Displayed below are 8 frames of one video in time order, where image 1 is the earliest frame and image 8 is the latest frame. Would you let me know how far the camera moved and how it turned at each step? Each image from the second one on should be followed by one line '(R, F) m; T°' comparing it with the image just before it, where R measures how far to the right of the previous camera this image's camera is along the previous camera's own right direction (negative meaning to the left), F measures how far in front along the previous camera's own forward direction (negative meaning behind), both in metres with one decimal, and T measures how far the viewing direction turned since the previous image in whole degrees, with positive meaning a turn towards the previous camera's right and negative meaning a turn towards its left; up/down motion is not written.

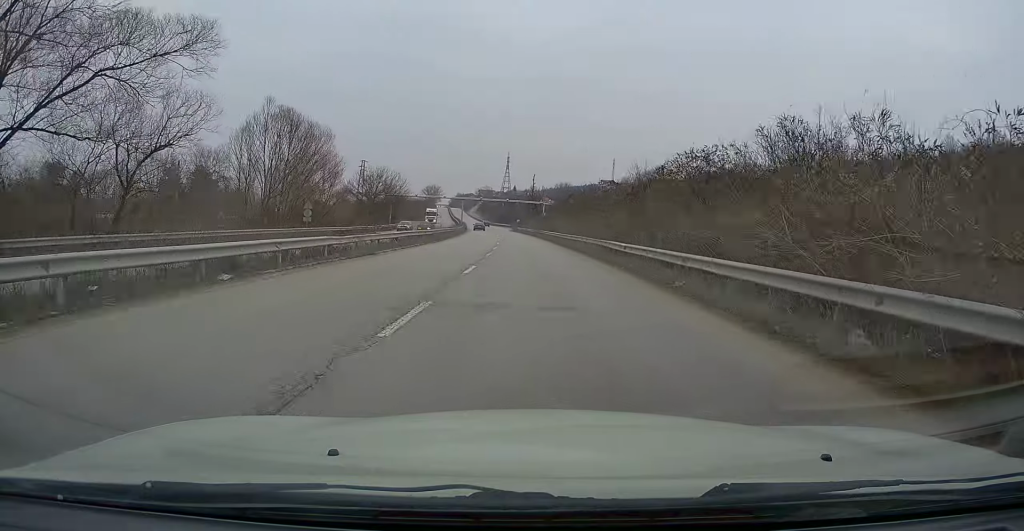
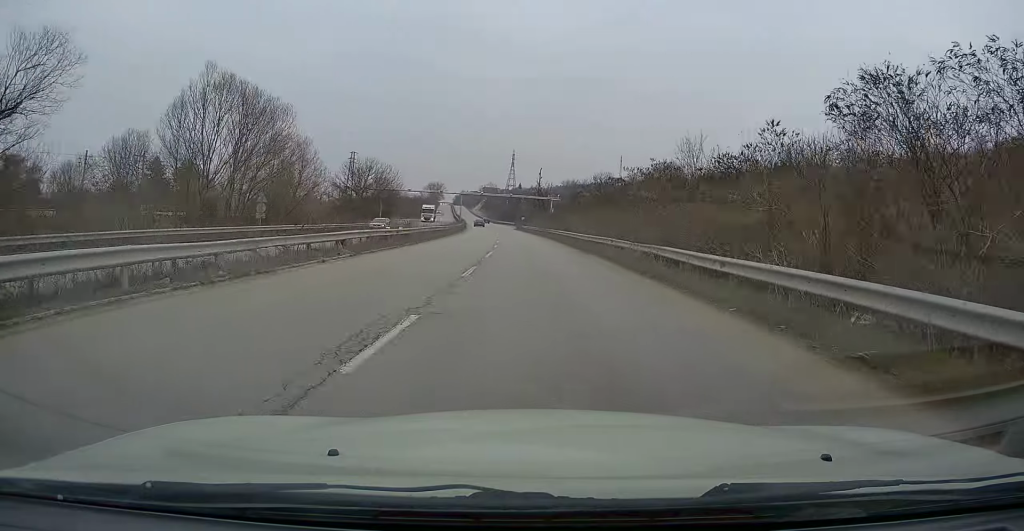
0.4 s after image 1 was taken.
(-0.1, +10.4) m; 0°
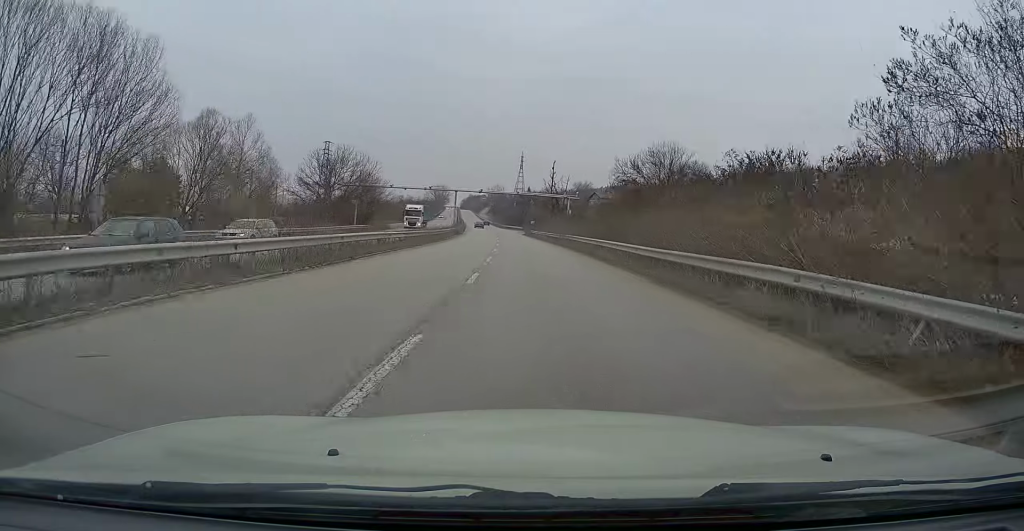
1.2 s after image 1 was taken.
(-0.2, +18.2) m; -1°
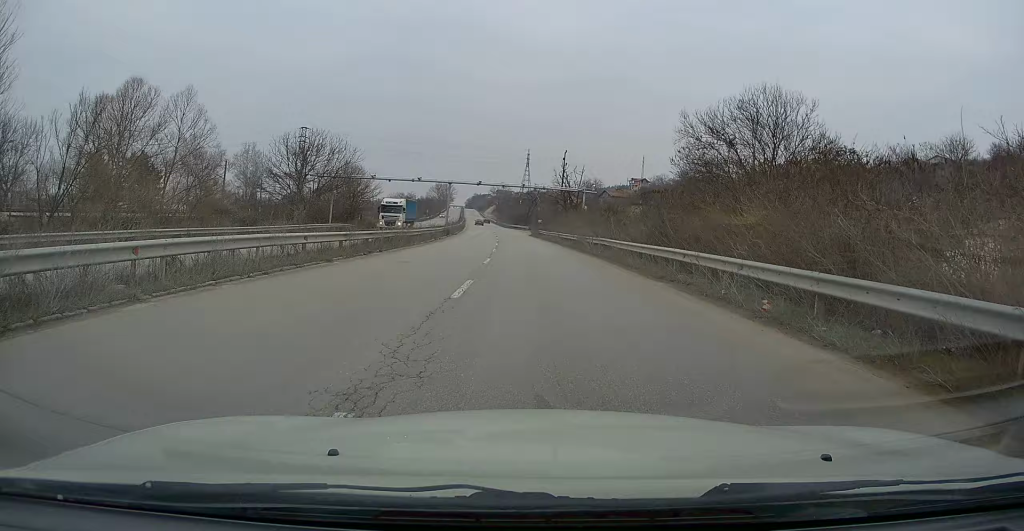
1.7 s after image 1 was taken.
(0.0, +11.7) m; 0°
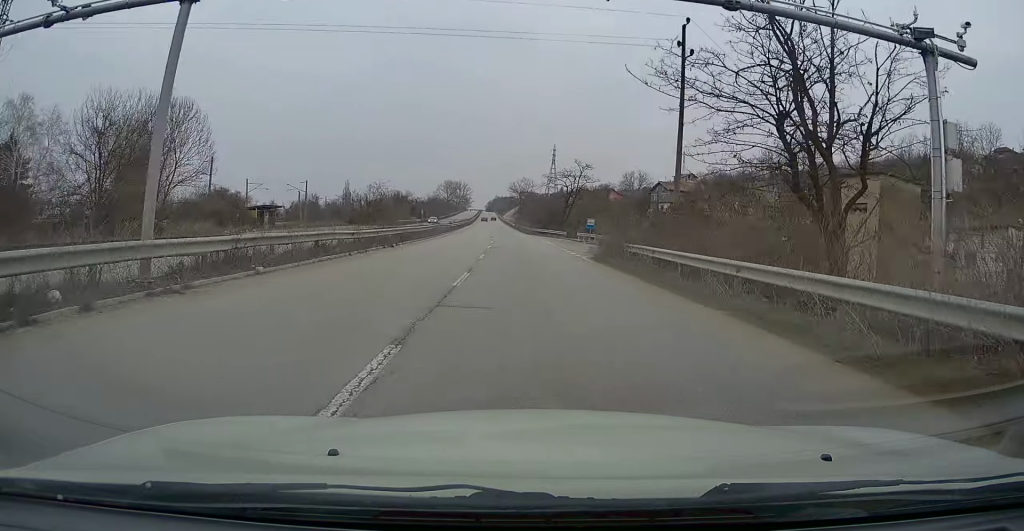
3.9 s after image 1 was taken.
(-0.8, +51.3) m; -3°
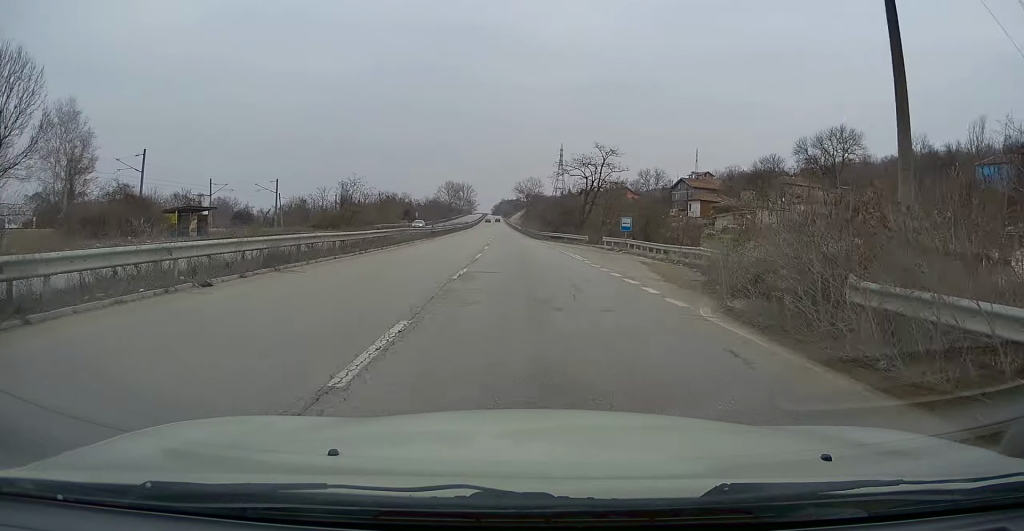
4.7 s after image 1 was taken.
(-0.3, +16.5) m; -1°
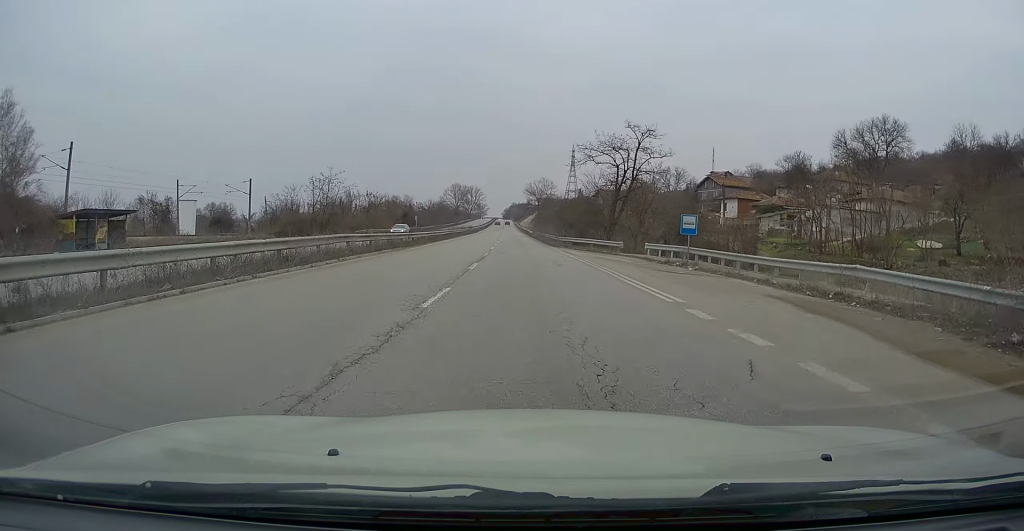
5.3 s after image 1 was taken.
(-0.2, +13.4) m; 0°
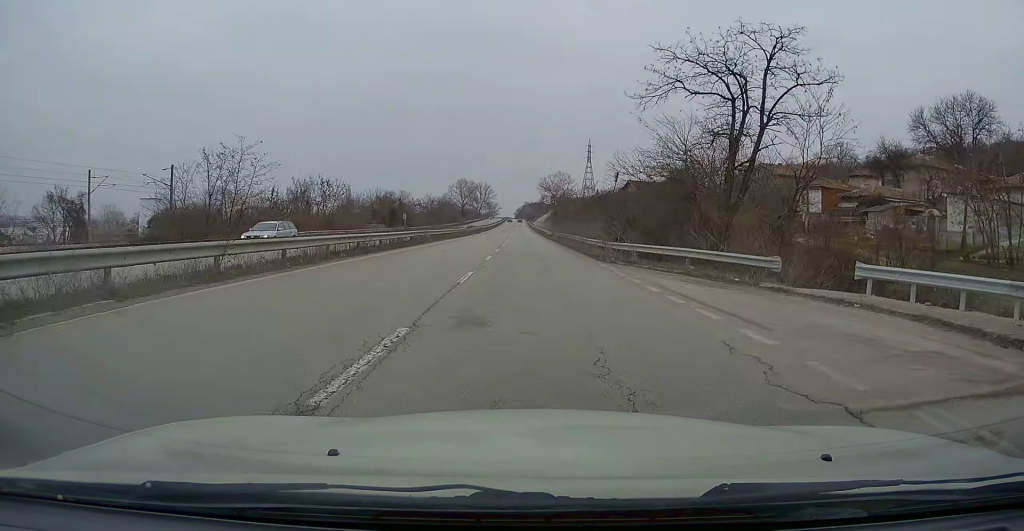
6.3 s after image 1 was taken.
(+0.3, +22.8) m; 0°
